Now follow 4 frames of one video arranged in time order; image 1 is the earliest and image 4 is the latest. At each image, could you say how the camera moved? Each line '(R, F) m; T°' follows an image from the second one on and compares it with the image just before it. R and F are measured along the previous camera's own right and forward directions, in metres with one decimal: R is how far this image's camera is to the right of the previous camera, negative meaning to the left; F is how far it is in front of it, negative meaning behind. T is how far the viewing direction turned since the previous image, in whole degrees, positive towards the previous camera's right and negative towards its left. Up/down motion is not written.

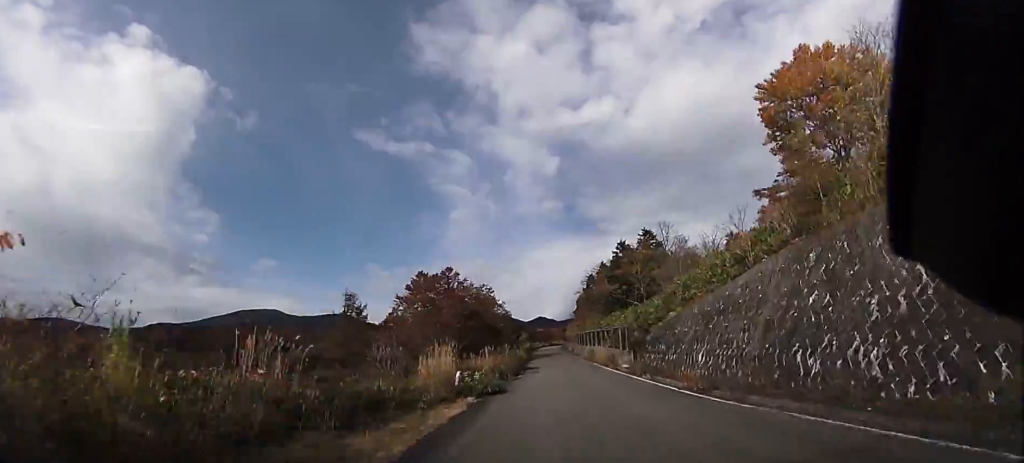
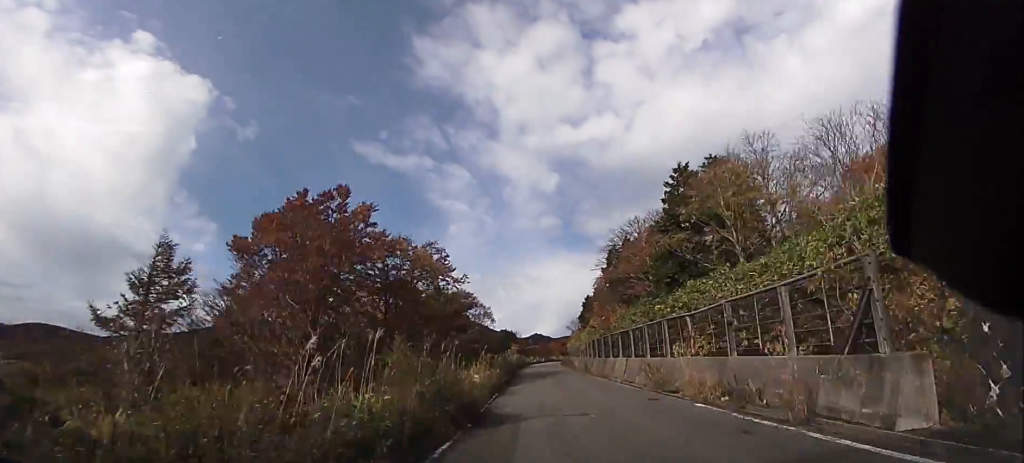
(+0.7, +22.5) m; +3°
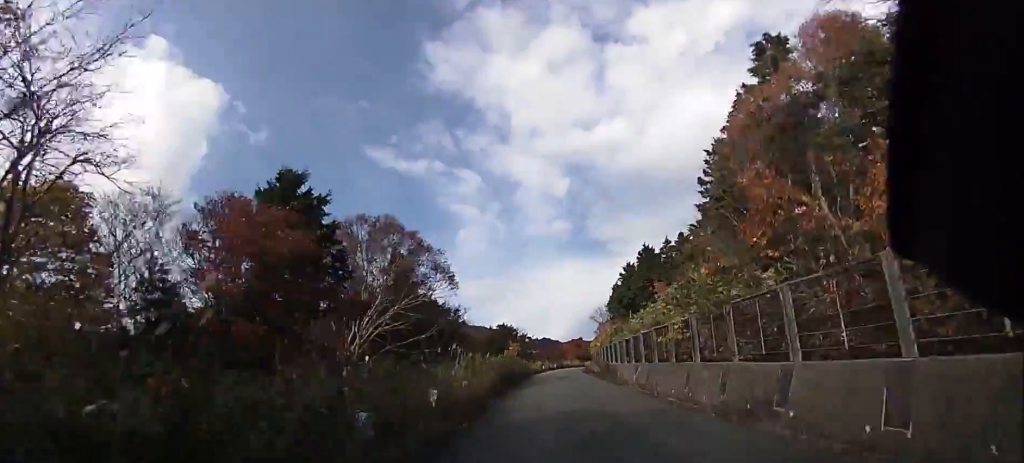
(+0.5, +28.3) m; +2°
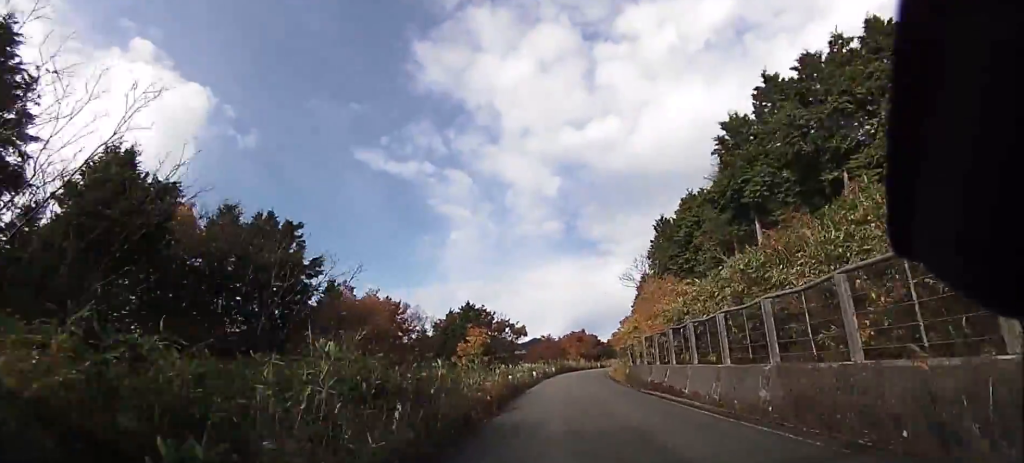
(+0.3, +28.5) m; 0°
